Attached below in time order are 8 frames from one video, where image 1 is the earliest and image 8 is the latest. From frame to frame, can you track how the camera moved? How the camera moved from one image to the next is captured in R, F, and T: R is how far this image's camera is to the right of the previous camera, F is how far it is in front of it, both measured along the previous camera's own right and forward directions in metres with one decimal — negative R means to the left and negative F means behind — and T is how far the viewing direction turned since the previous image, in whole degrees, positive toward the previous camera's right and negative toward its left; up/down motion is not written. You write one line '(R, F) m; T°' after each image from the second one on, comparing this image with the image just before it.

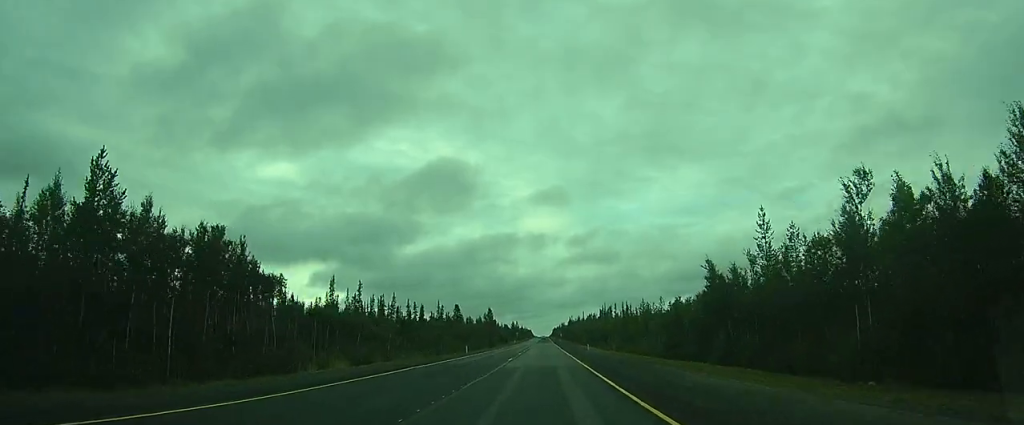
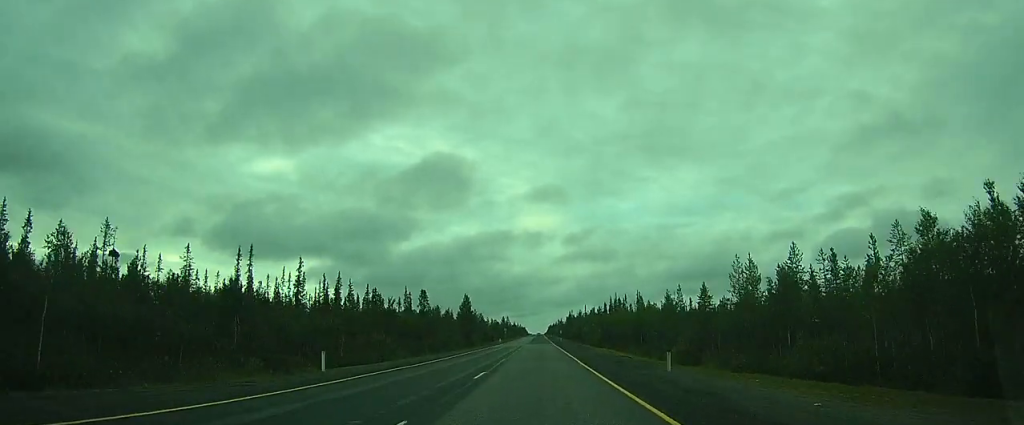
(+0.2, +38.8) m; +1°
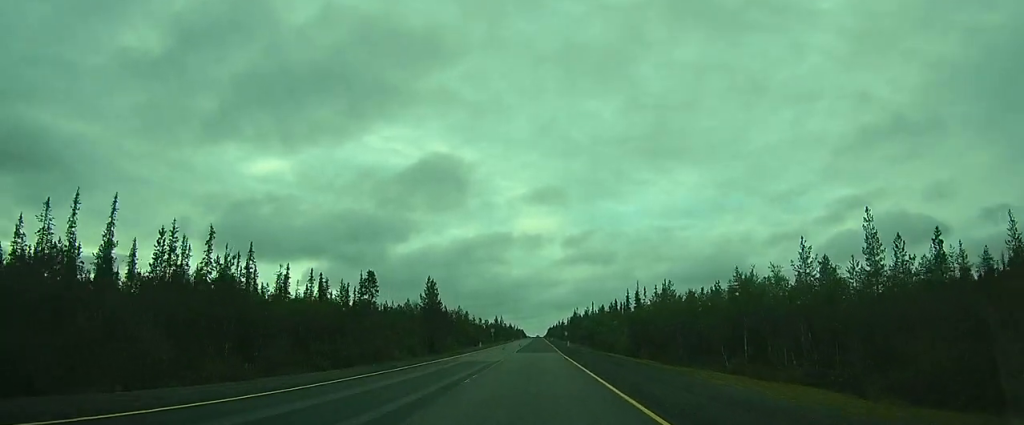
(+0.2, +35.6) m; 0°
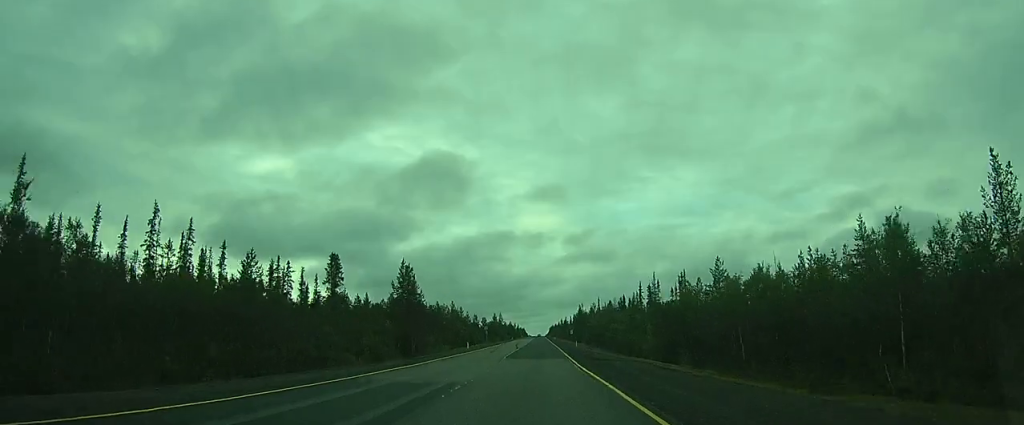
(-0.1, +15.2) m; -1°
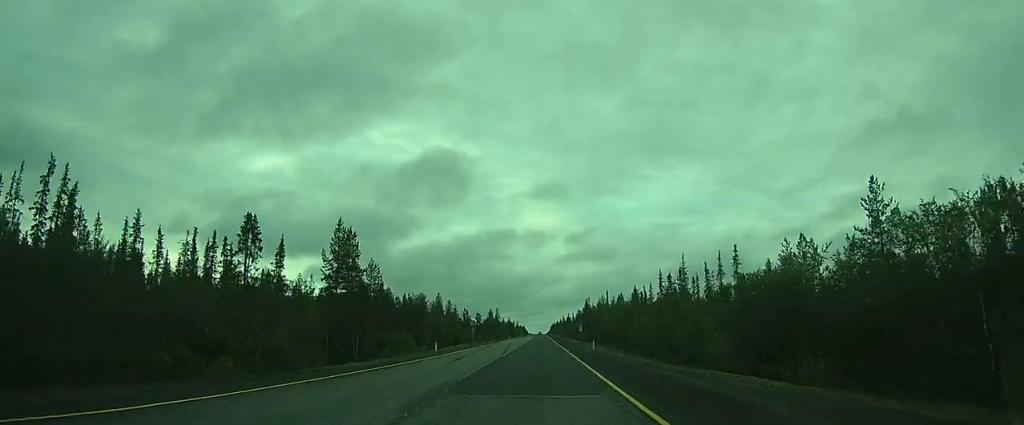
(-0.2, +20.4) m; -1°
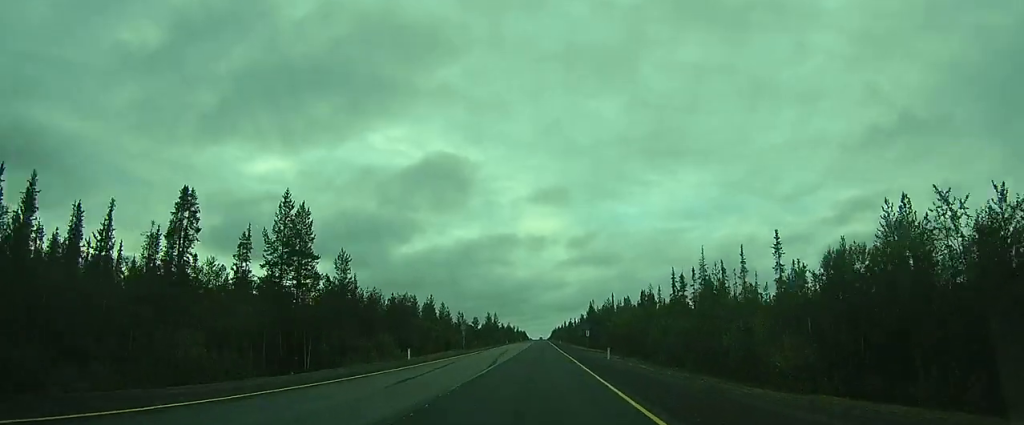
(-0.1, +9.5) m; 0°
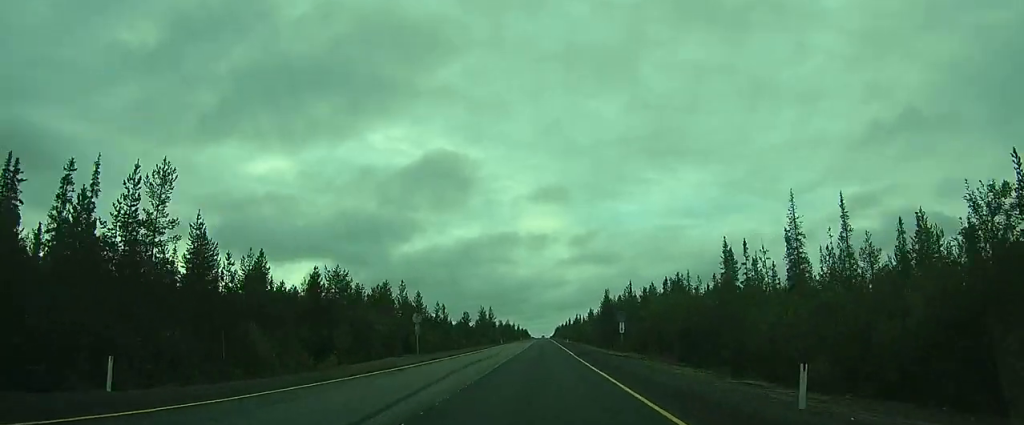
(-0.3, +26.6) m; -1°
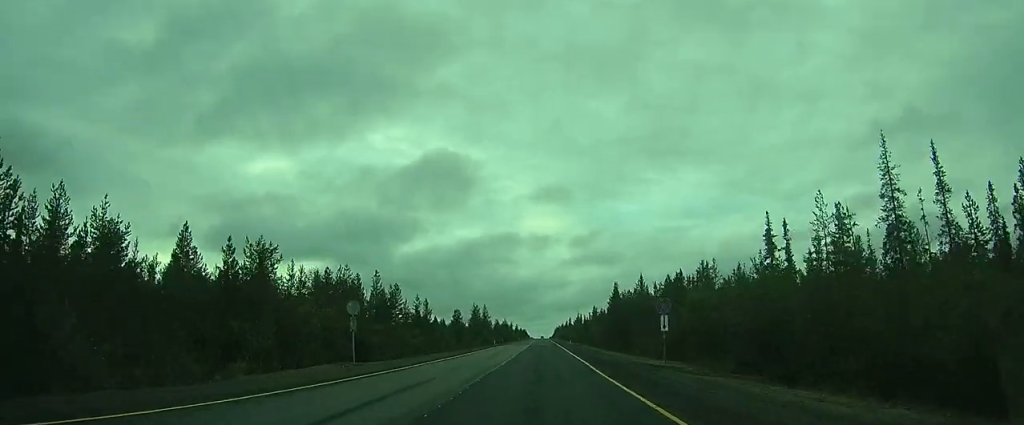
(0.0, +14.2) m; 0°
